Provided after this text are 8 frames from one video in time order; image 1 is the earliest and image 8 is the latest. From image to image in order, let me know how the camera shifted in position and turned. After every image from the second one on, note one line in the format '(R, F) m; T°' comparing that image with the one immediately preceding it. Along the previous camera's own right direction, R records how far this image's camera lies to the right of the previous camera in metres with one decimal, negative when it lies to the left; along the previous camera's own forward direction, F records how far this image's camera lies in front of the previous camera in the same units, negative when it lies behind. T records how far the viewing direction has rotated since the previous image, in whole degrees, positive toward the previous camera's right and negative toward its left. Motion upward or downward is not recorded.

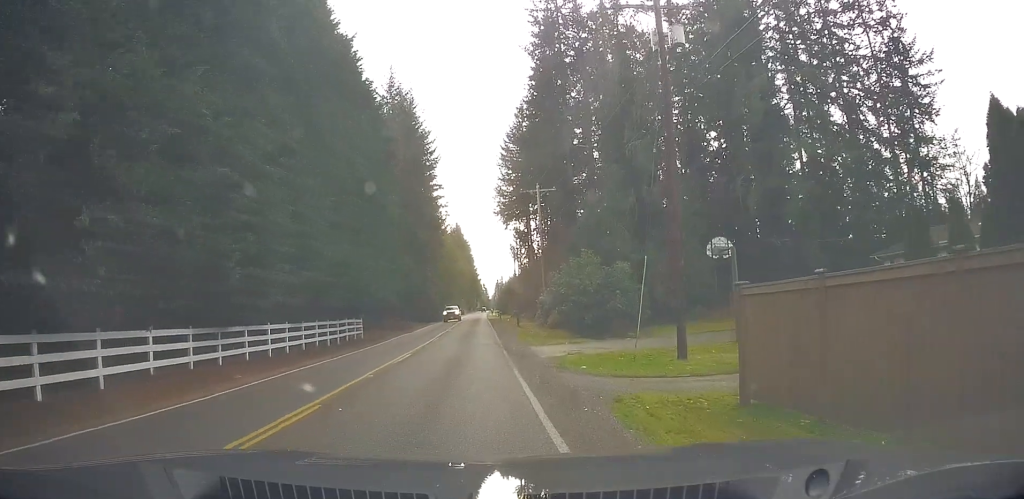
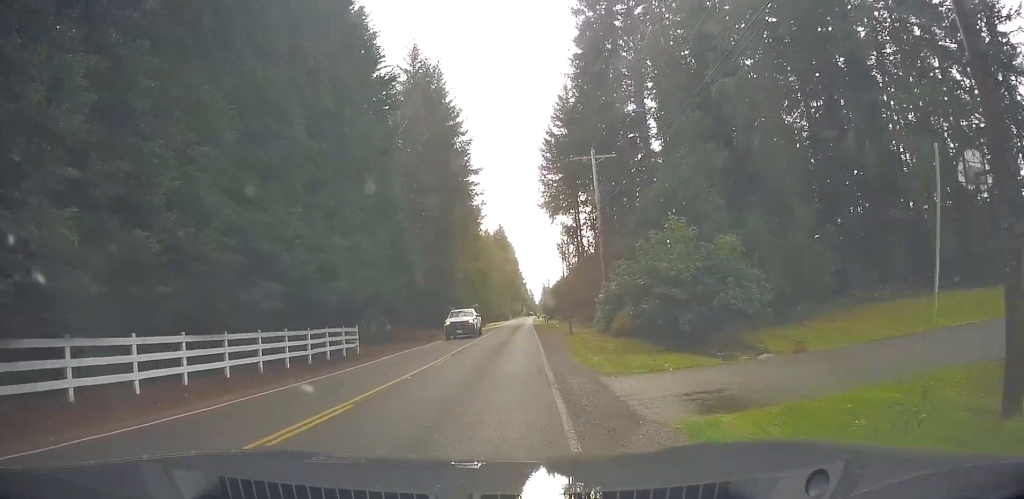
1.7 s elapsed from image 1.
(+0.6, +7.4) m; +3°
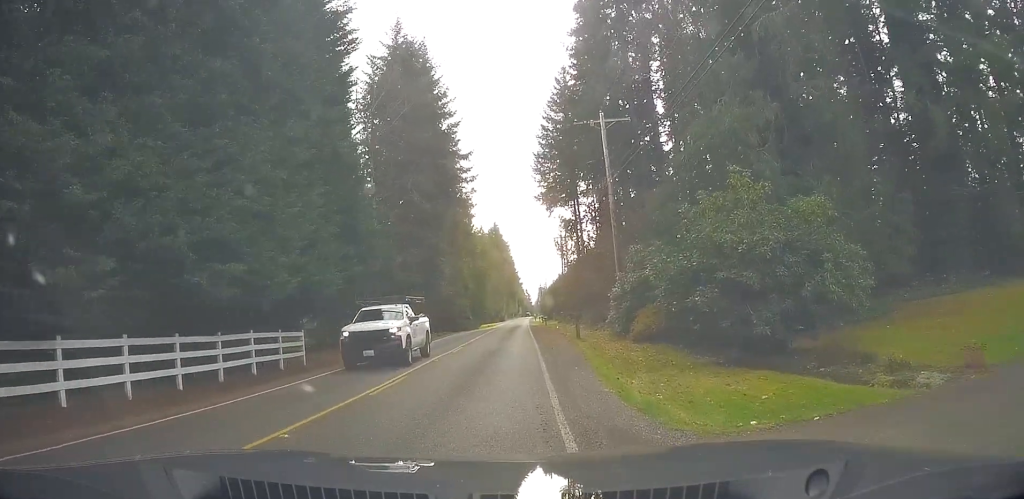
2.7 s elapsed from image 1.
(0.0, +5.1) m; +3°
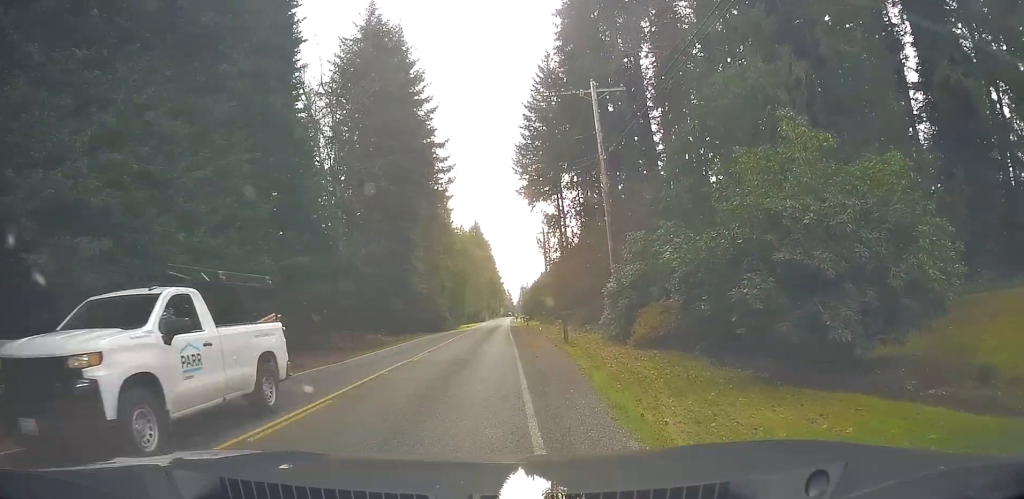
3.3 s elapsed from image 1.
(+0.1, +3.2) m; +4°
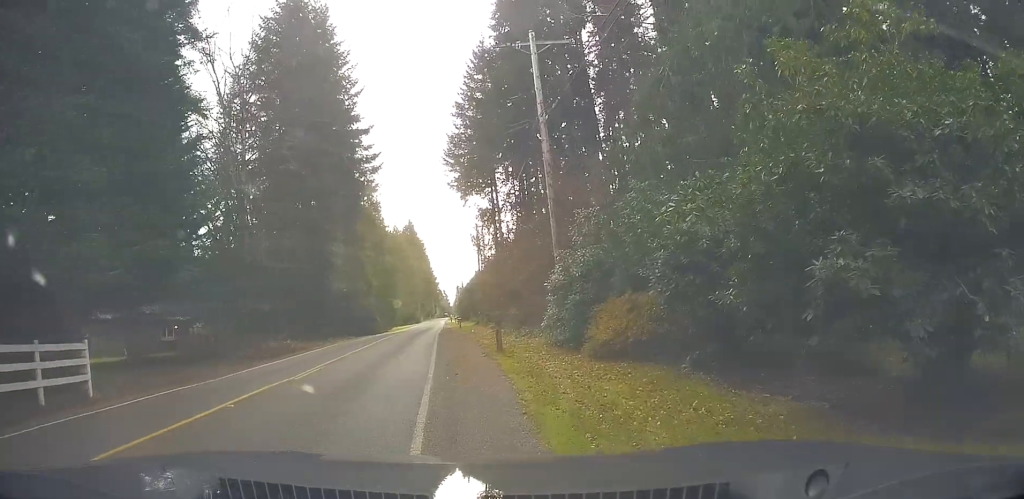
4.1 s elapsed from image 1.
(+0.2, +4.3) m; +5°
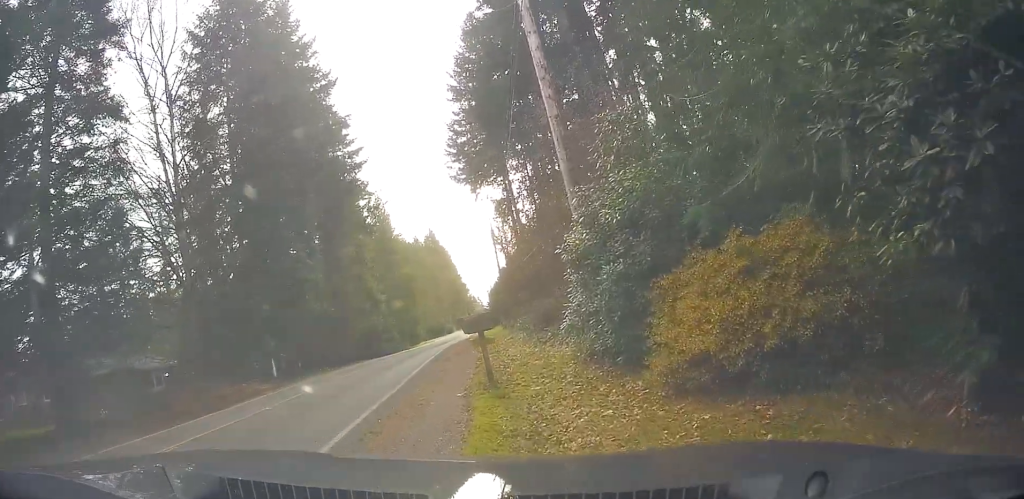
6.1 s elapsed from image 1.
(+0.6, +8.8) m; +9°
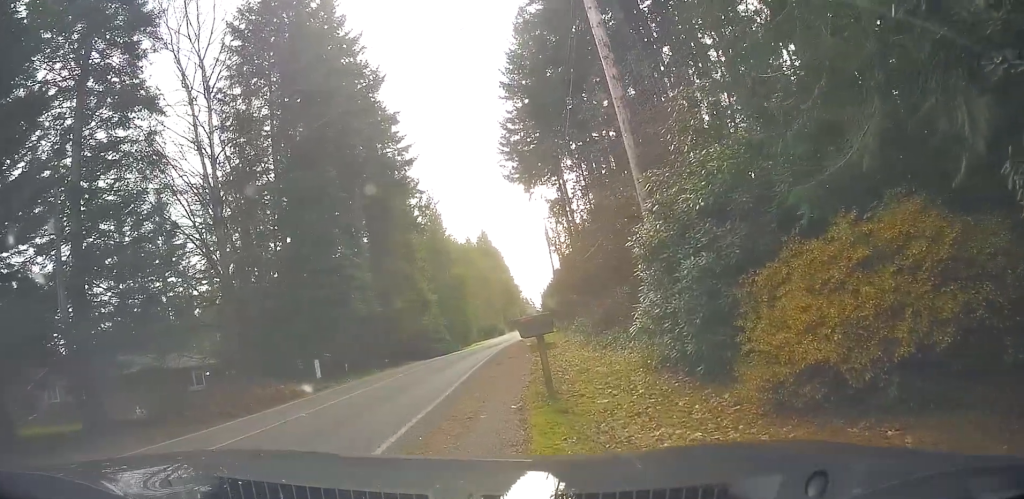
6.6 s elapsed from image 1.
(+0.2, +1.6) m; +1°
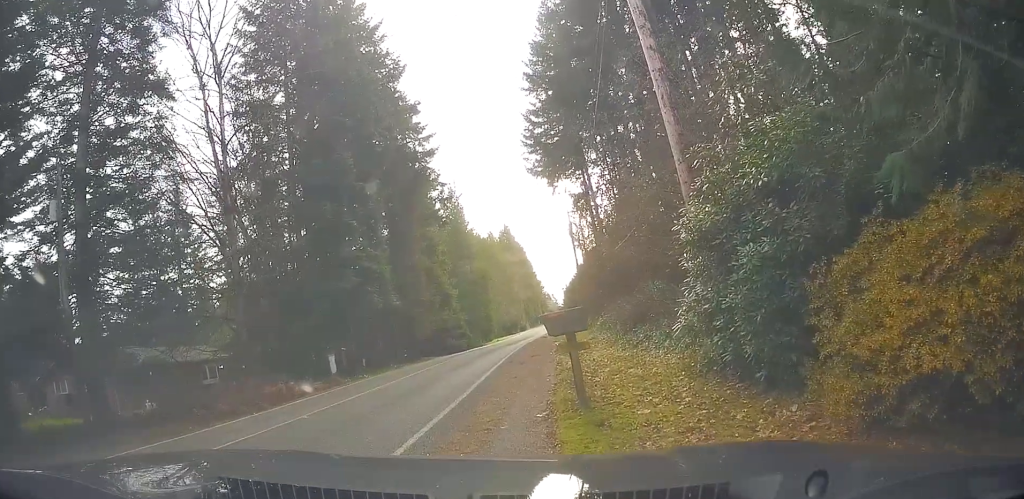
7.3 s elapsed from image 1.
(0.0, +2.3) m; -2°
